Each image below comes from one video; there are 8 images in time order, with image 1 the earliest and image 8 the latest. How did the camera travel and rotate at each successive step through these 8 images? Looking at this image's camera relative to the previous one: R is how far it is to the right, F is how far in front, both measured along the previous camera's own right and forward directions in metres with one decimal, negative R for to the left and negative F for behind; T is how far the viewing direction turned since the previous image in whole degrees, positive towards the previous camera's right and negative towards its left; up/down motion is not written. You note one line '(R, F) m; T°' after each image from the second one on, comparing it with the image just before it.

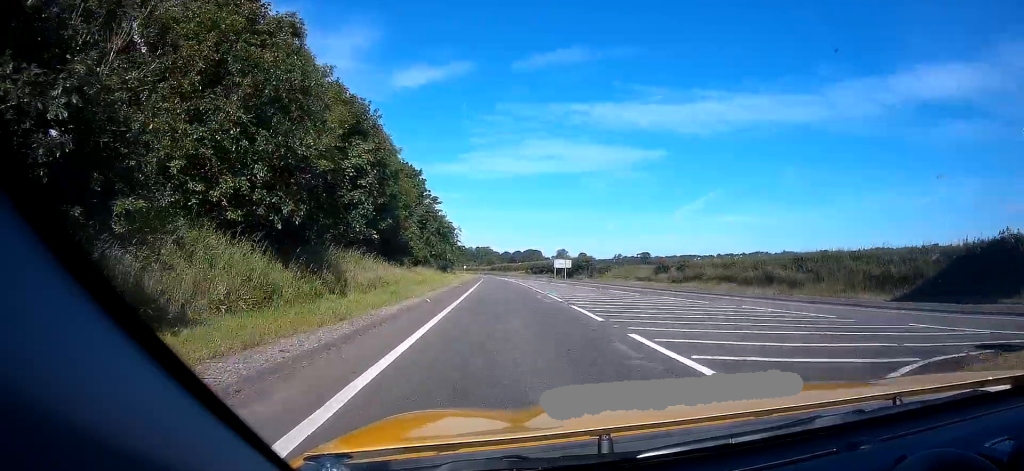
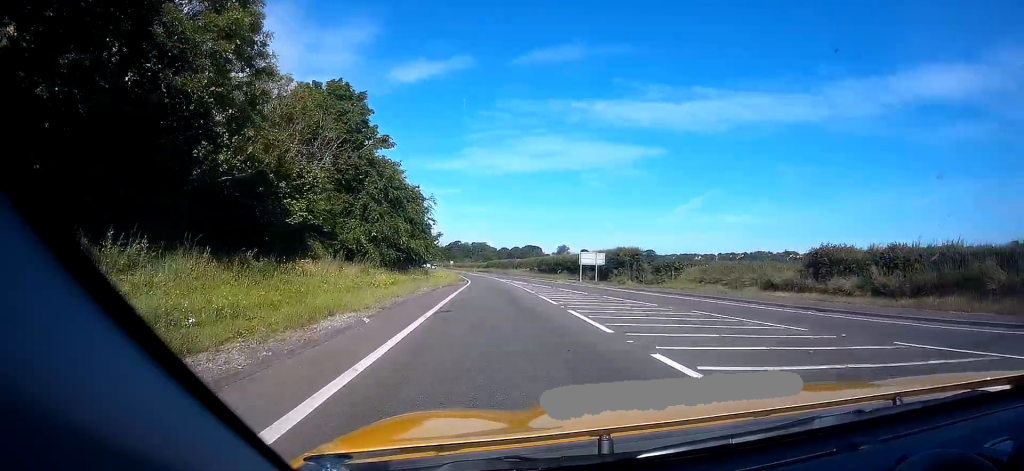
(+0.2, +28.5) m; 0°
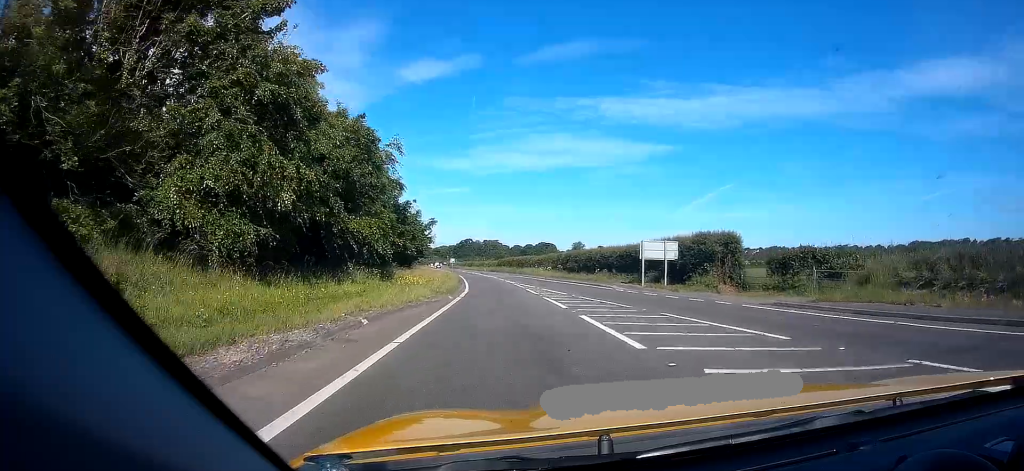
(-0.1, +20.9) m; 0°
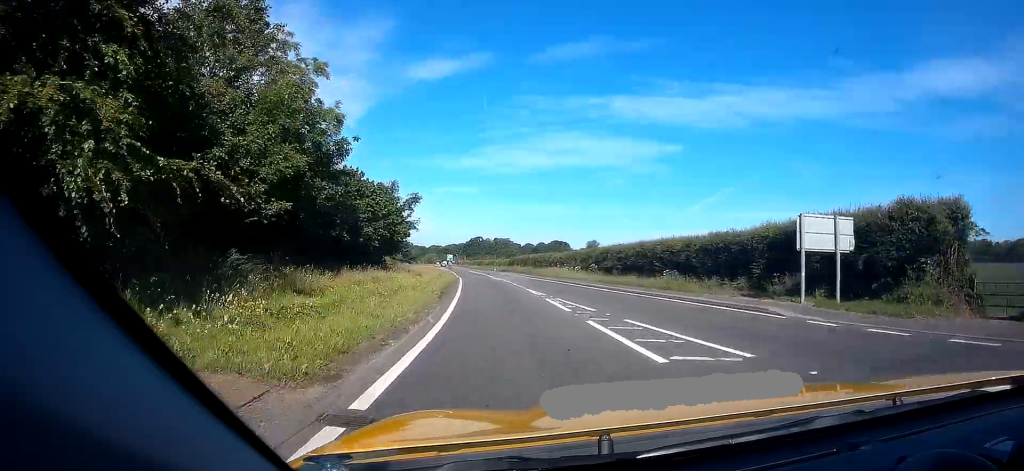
(+0.1, +19.2) m; 0°
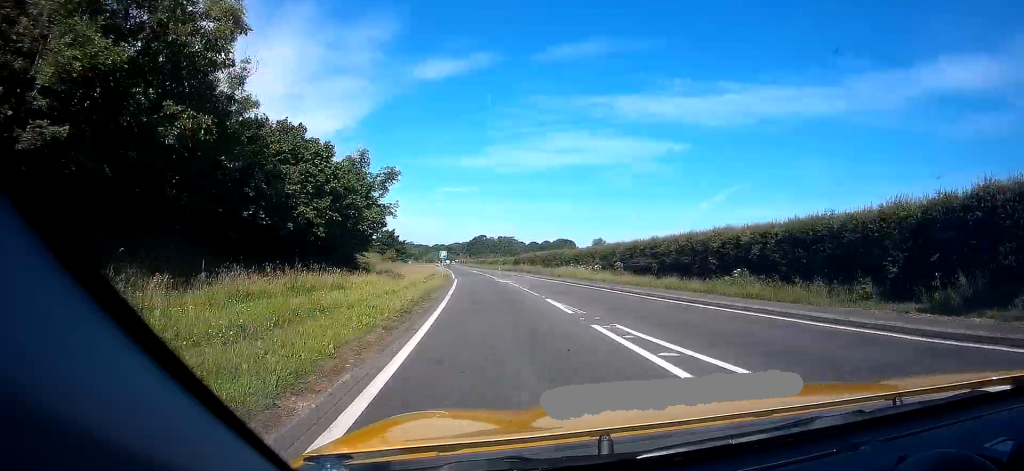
(0.0, +10.2) m; -1°
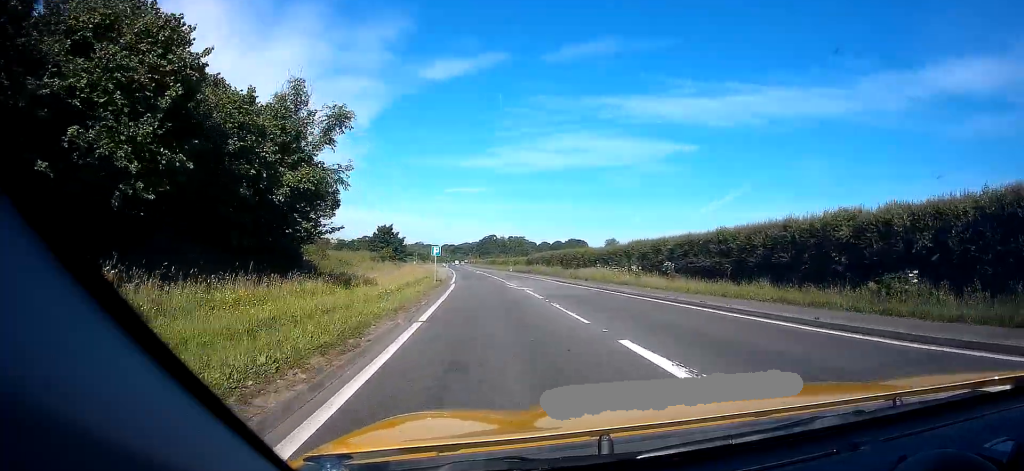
(-0.1, +11.4) m; -1°
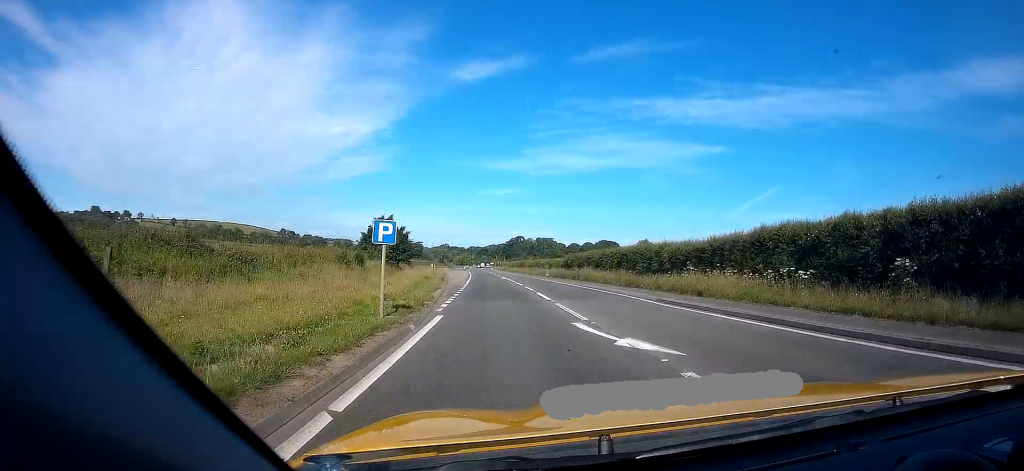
(-0.6, +20.5) m; -2°
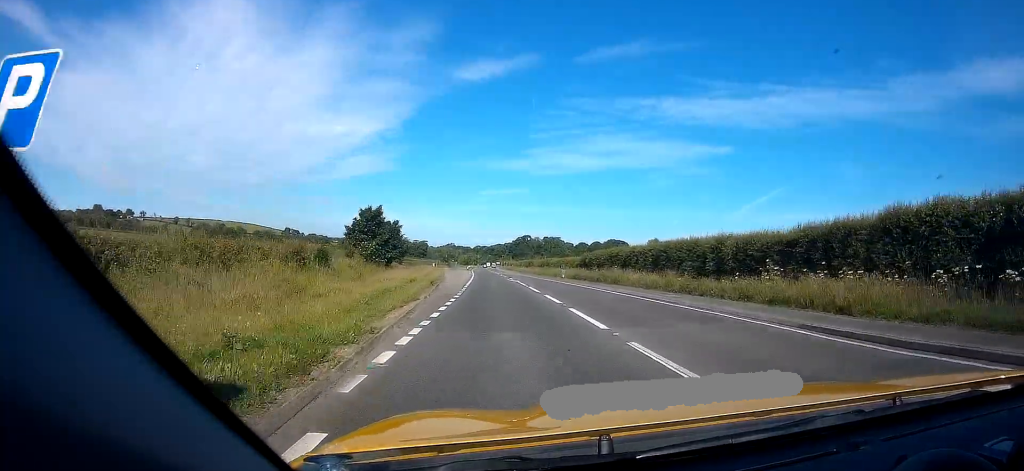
(-0.2, +10.3) m; 0°
